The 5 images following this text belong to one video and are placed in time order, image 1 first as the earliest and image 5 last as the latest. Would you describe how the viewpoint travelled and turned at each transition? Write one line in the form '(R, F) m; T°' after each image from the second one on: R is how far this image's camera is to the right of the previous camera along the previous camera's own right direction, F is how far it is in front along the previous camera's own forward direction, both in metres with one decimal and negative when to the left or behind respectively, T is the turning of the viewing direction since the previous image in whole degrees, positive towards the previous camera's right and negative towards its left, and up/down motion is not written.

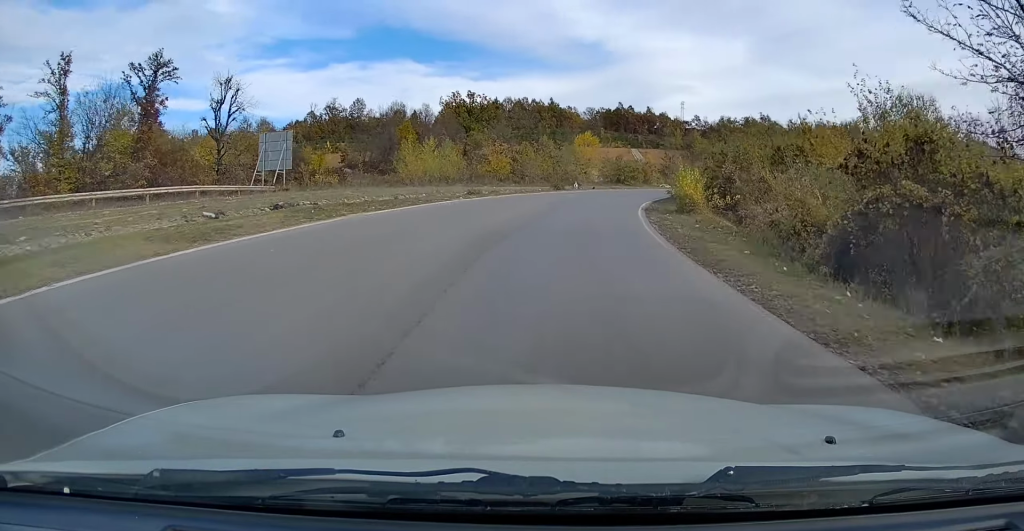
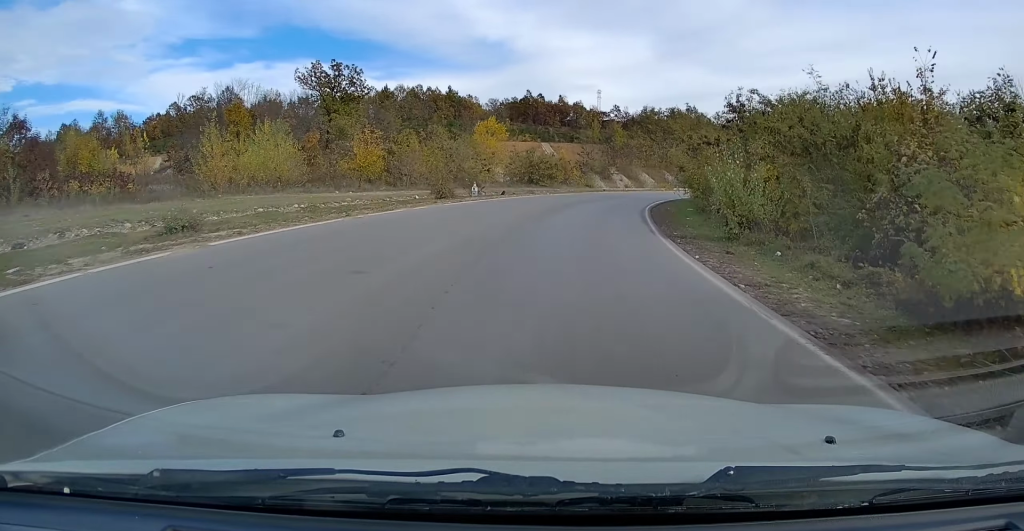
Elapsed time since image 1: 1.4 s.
(+2.5, +23.9) m; +10°
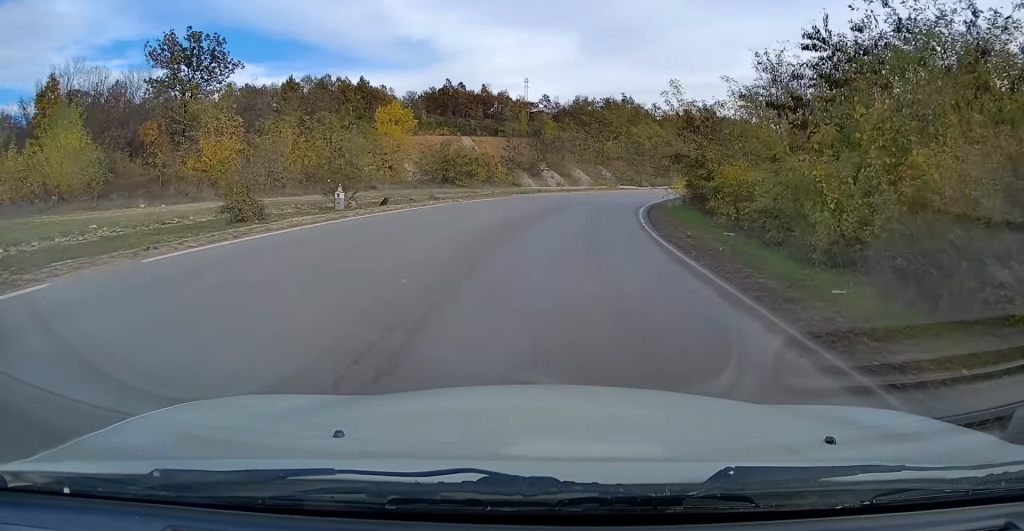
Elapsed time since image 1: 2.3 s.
(+0.4, +16.4) m; +6°
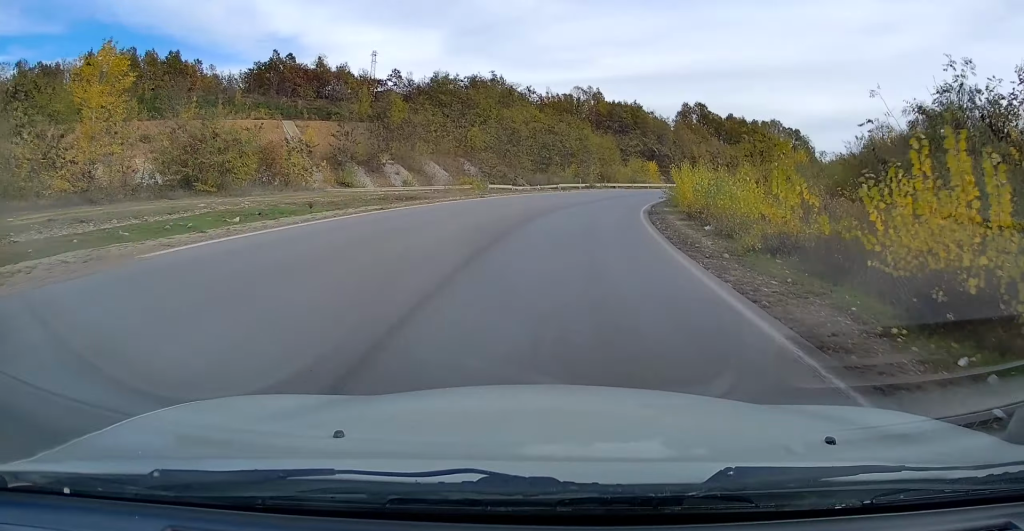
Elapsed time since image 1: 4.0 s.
(+4.2, +30.1) m; +15°
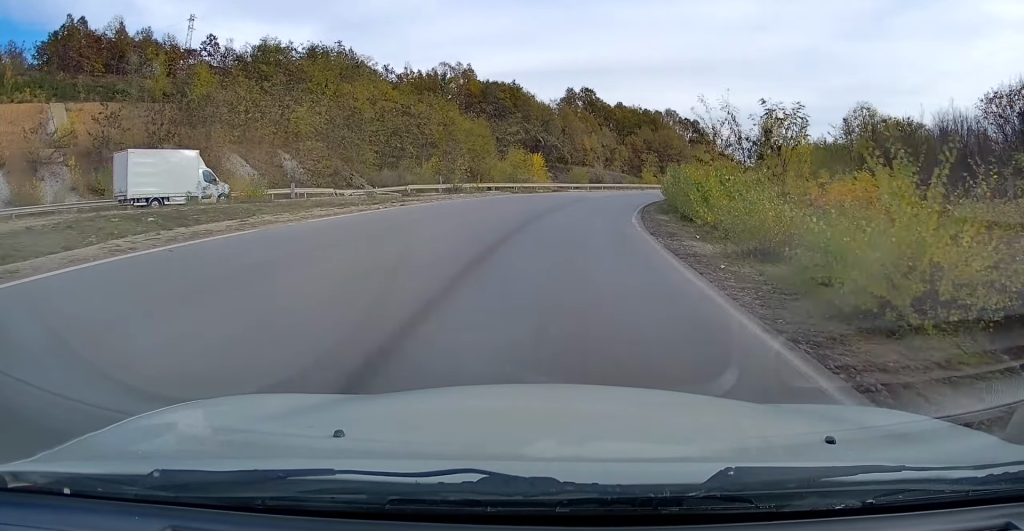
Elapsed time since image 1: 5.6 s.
(+2.7, +27.7) m; +11°
